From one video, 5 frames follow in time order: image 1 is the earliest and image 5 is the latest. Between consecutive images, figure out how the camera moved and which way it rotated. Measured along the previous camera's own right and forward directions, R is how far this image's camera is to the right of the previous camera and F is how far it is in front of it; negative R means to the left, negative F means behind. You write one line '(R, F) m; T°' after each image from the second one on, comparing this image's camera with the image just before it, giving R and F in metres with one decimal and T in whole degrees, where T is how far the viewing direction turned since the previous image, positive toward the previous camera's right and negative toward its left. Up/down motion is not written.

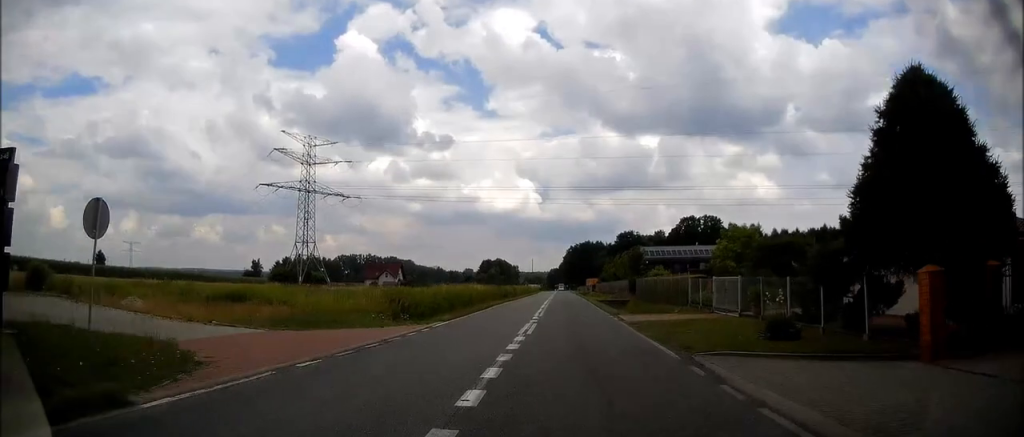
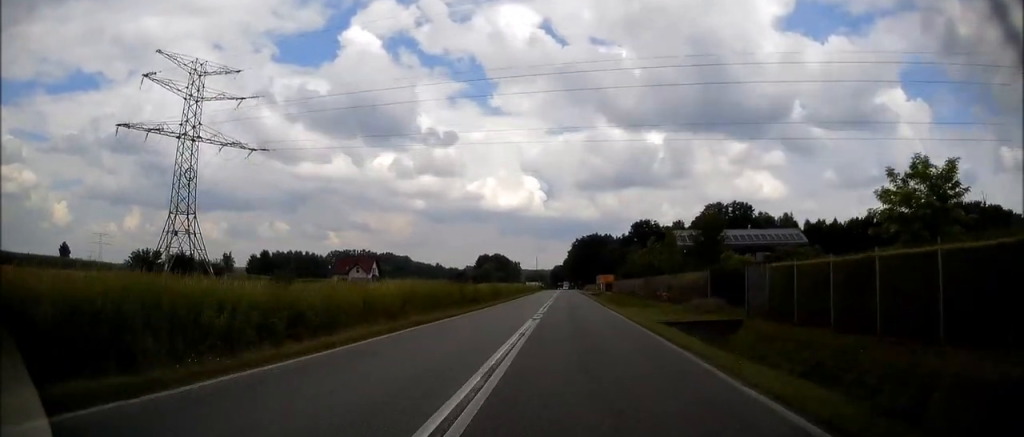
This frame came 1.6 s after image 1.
(-0.1, +32.1) m; 0°
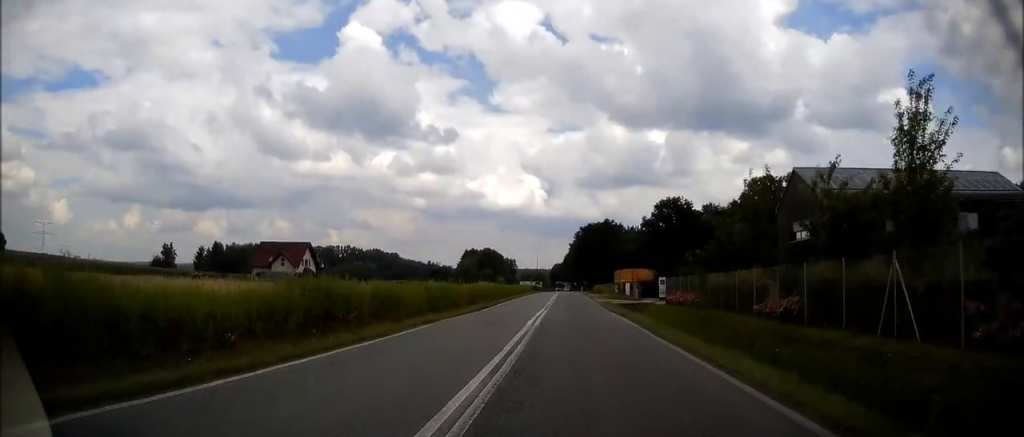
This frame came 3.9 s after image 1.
(+0.2, +47.1) m; 0°
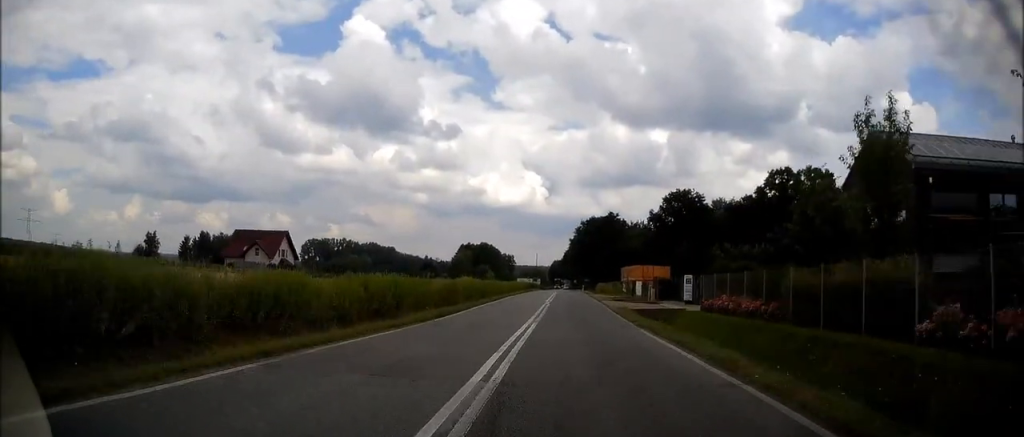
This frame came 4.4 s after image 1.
(-0.1, +11.0) m; 0°
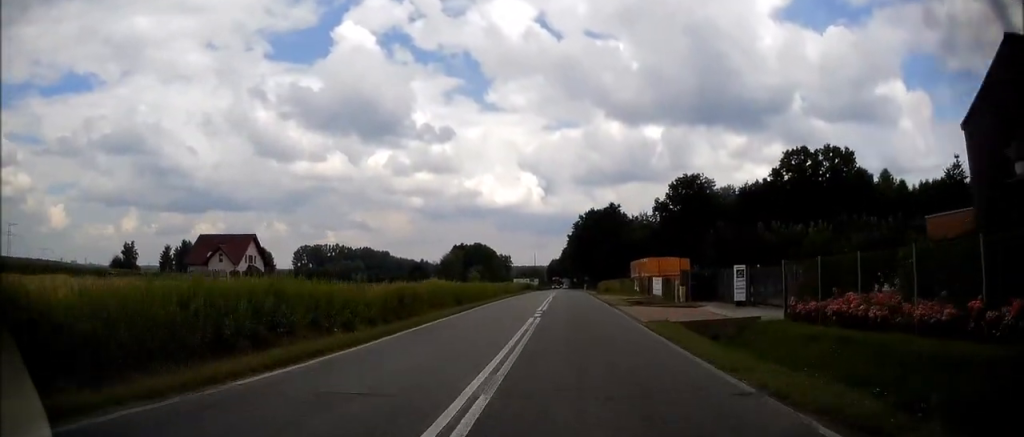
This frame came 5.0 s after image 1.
(0.0, +12.3) m; 0°
